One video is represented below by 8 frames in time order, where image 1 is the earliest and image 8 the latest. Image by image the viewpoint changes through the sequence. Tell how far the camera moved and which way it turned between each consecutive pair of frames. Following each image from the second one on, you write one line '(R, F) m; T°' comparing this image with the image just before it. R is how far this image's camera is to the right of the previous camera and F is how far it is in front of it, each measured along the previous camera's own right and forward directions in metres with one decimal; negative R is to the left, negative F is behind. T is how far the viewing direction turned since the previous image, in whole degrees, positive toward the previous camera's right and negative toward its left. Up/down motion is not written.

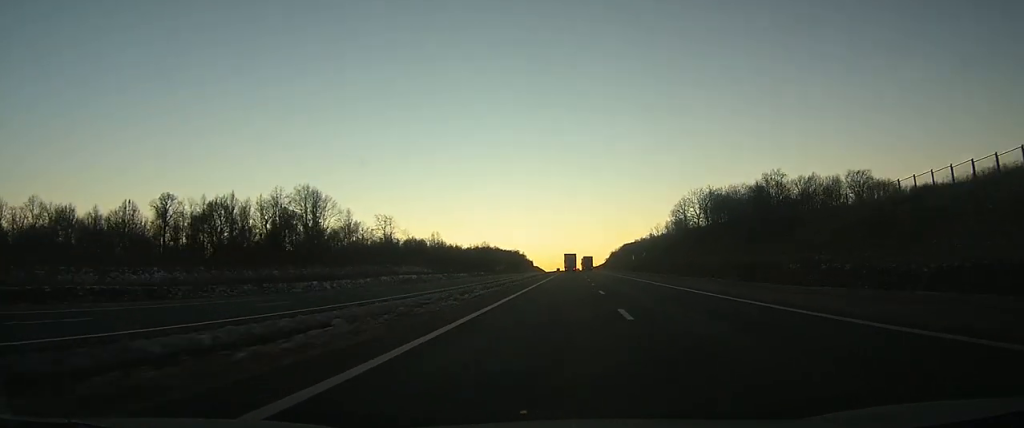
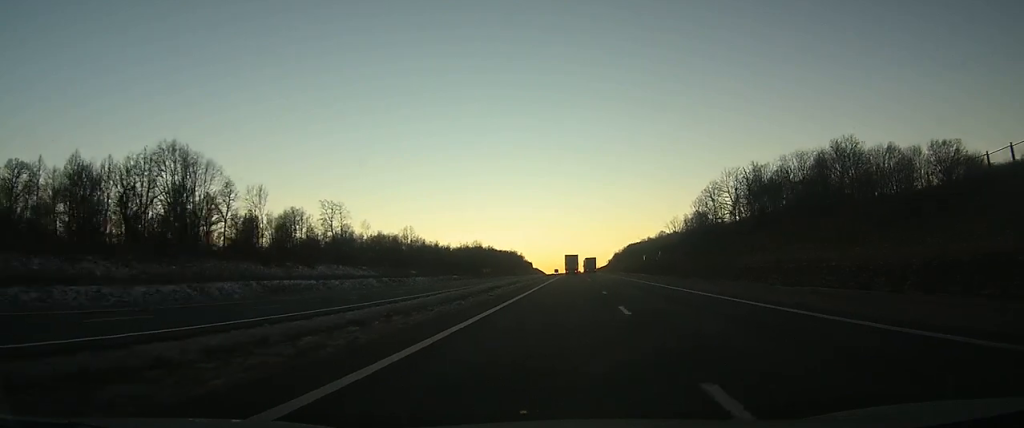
(0.0, +45.3) m; 0°
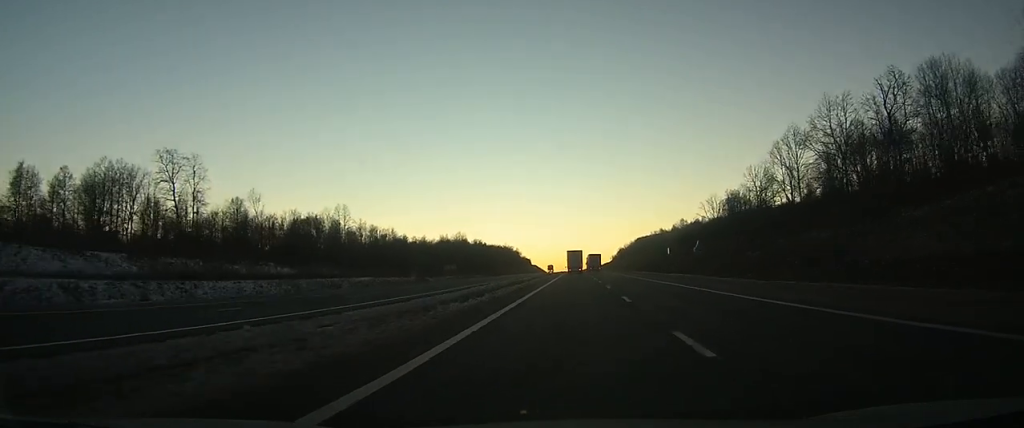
(0.0, +66.1) m; 0°
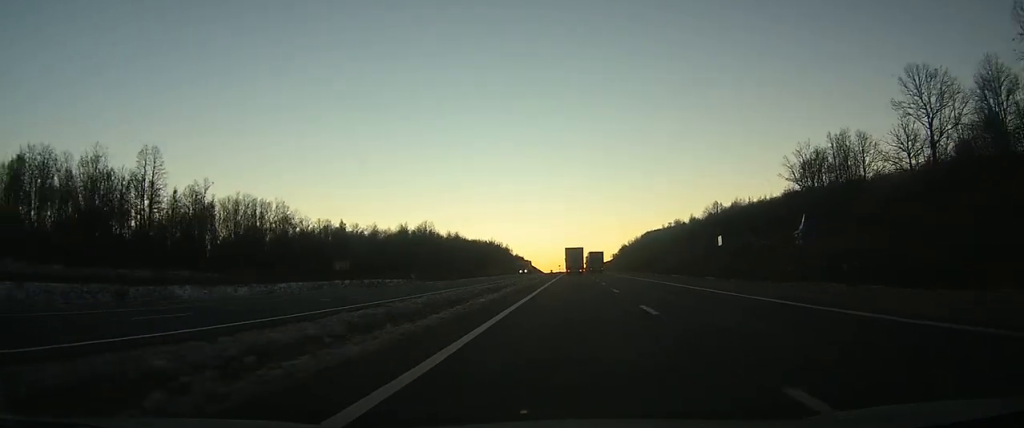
(0.0, +76.2) m; 0°
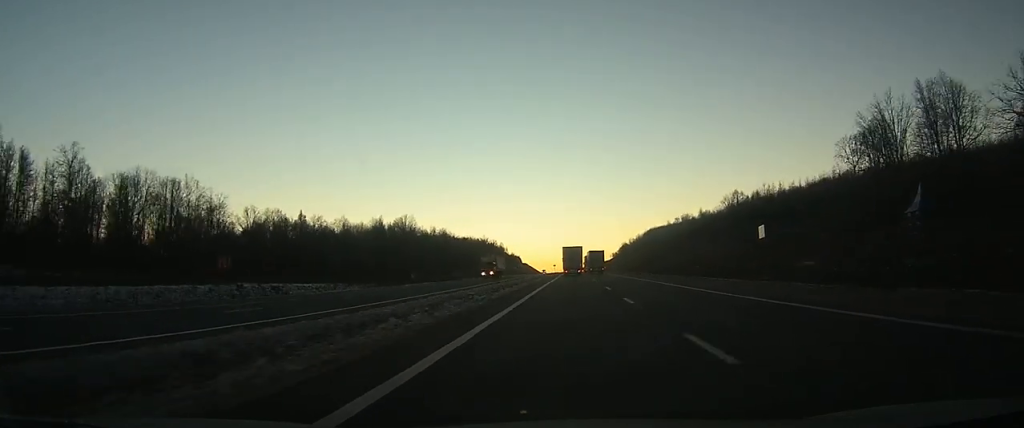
(+0.1, +30.5) m; 0°
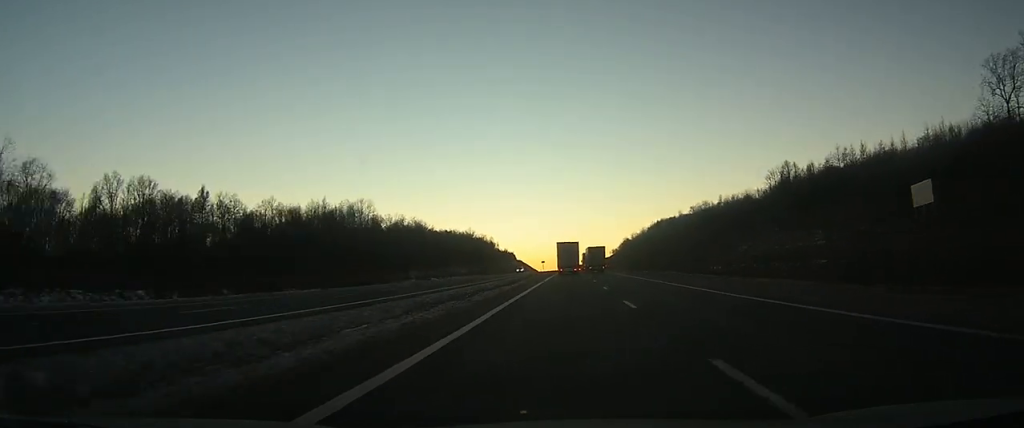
(+0.1, +48.4) m; 0°
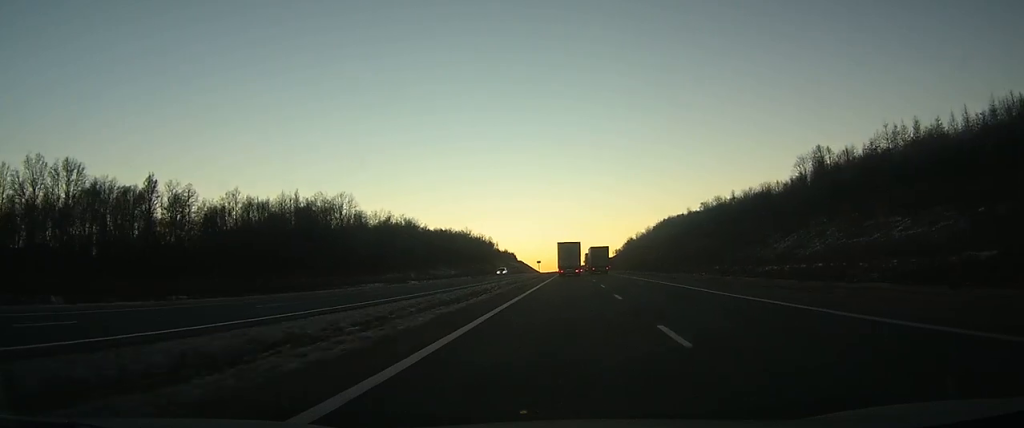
(-0.1, +18.5) m; 0°
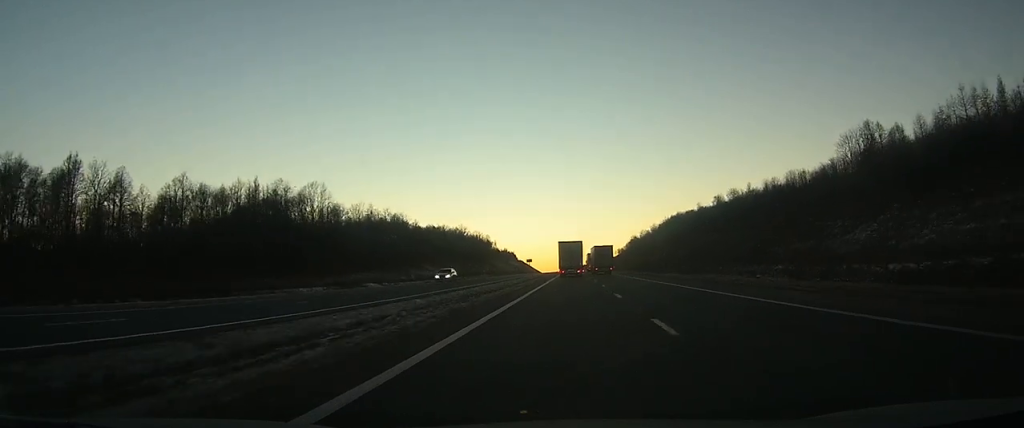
(0.0, +21.1) m; 0°
